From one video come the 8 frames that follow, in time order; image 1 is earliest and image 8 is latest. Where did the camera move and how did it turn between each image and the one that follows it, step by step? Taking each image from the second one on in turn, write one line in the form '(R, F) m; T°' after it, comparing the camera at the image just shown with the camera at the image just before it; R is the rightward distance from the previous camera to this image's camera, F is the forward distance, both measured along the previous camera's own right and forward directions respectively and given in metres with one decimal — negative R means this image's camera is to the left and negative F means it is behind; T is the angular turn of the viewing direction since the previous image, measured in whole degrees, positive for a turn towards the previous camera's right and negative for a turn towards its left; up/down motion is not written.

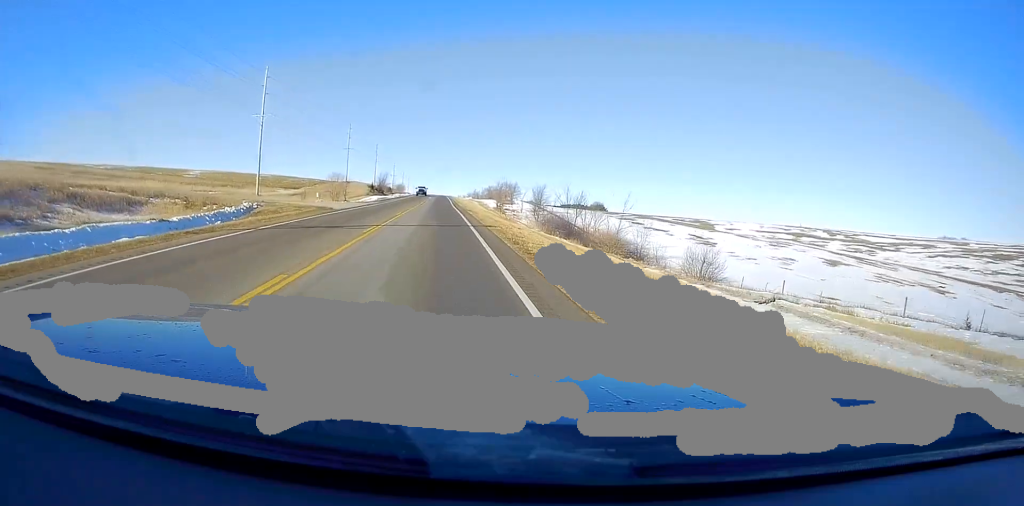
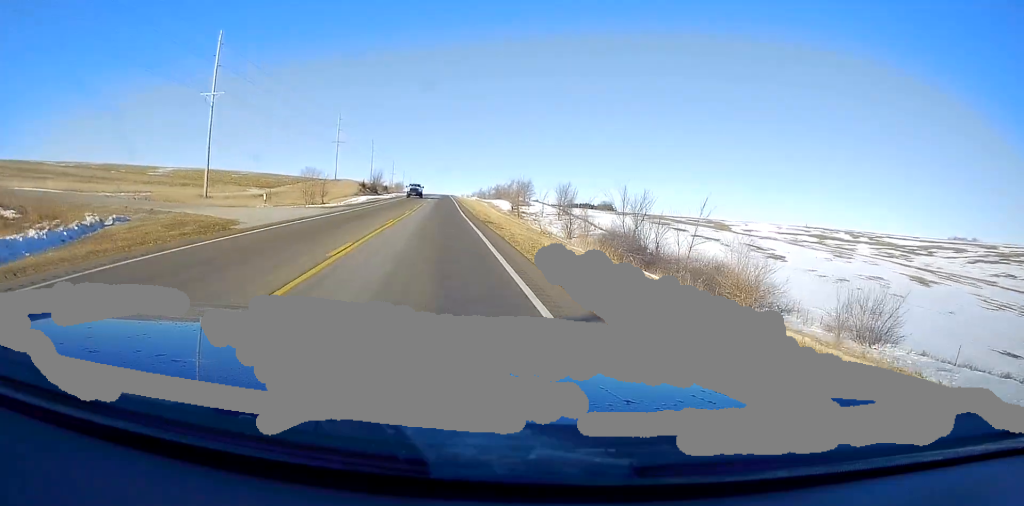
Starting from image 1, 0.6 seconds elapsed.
(0.0, +19.7) m; 0°
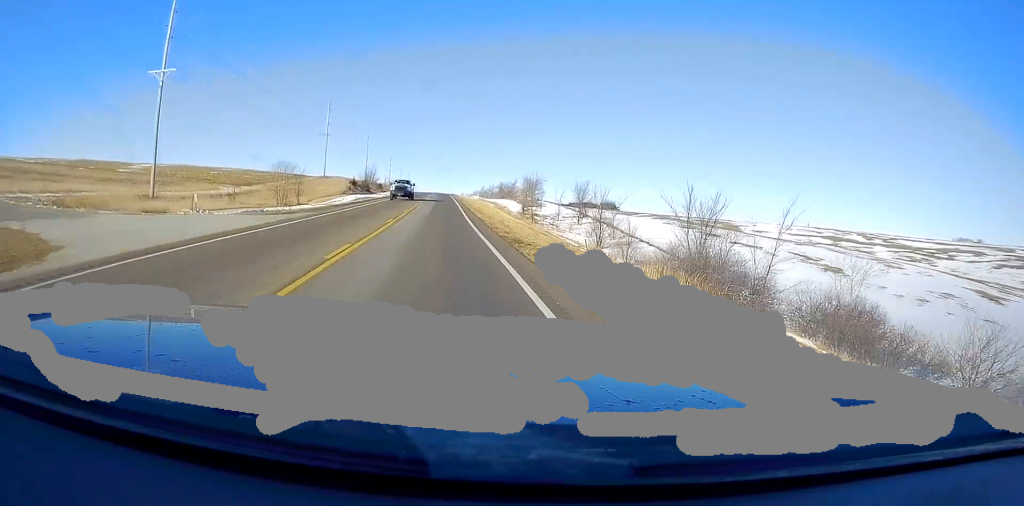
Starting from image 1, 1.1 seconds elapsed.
(0.0, +12.6) m; 0°
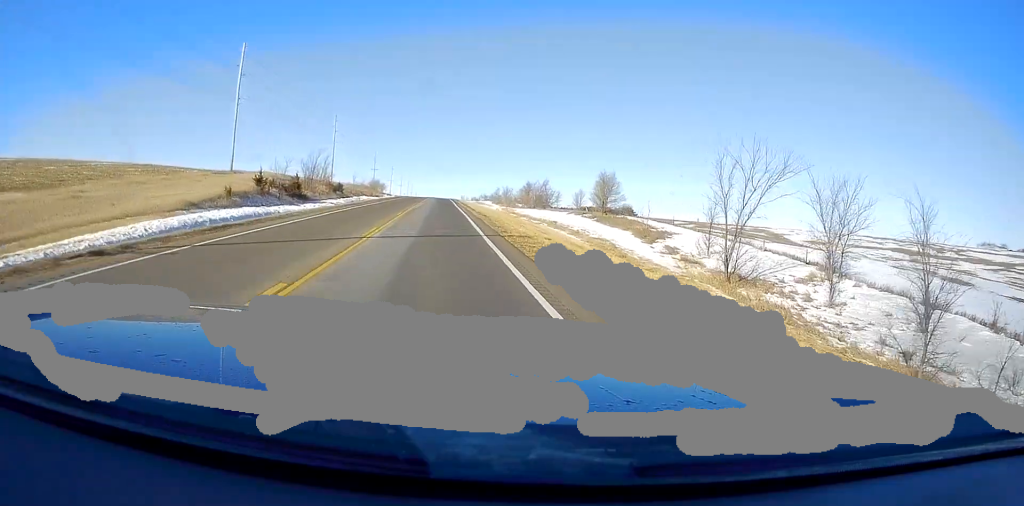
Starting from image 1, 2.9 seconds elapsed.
(+0.3, +55.8) m; +1°
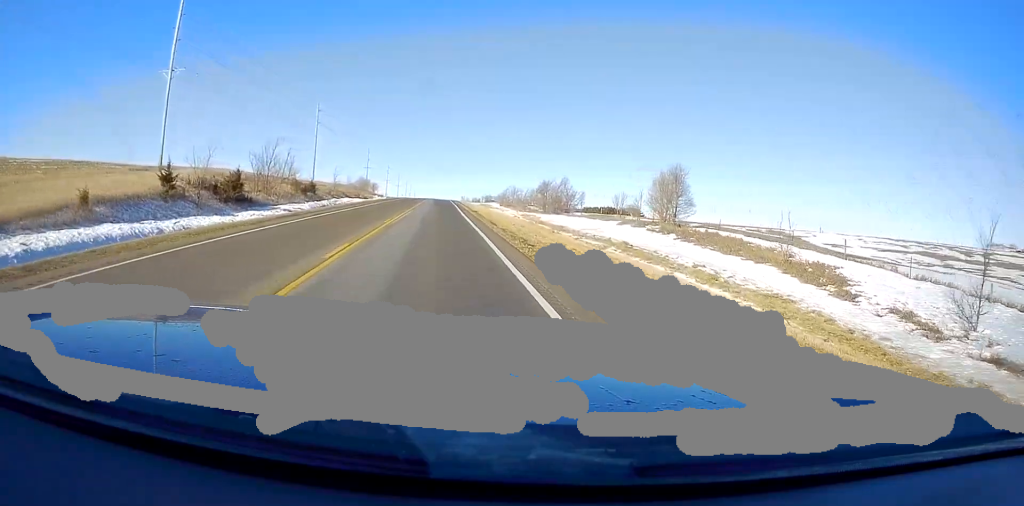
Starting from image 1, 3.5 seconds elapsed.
(+0.4, +19.0) m; 0°
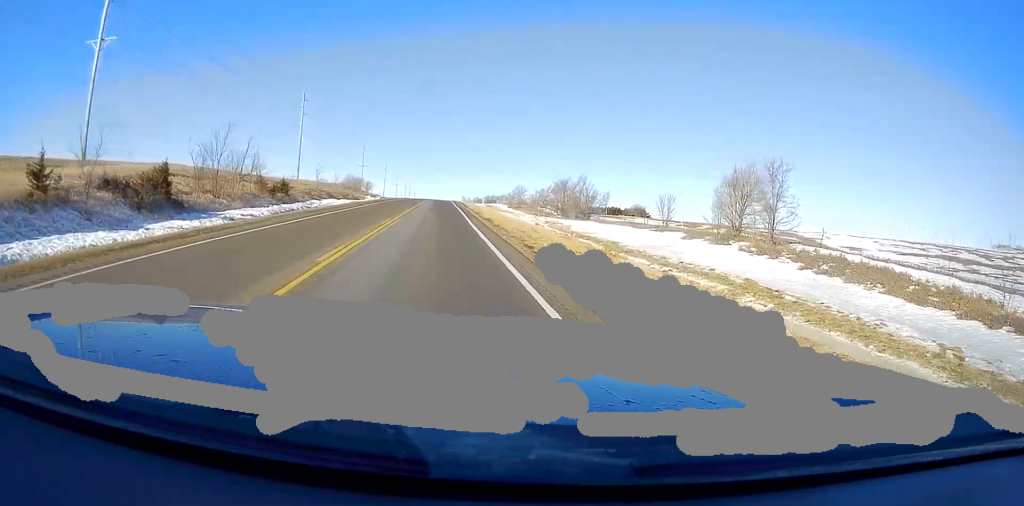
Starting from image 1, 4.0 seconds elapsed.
(-0.1, +13.0) m; 0°
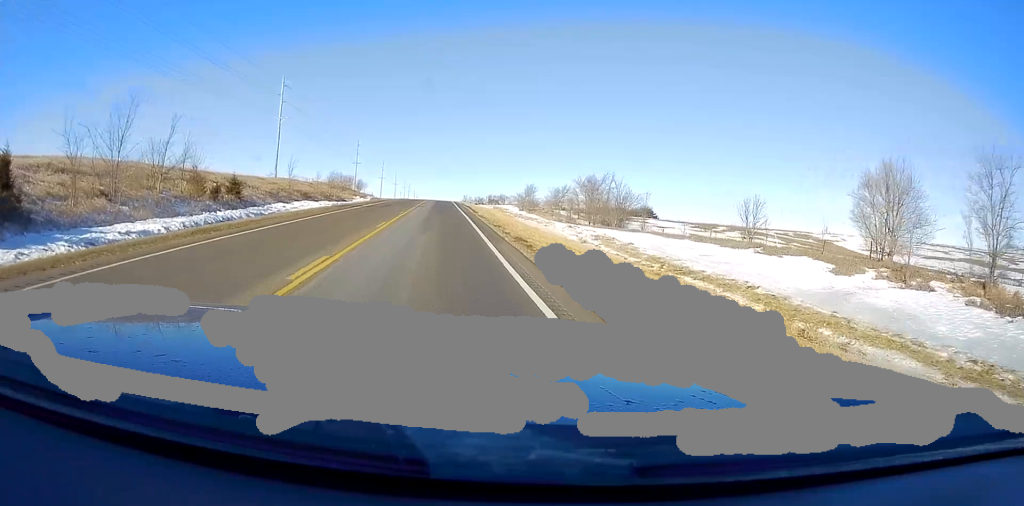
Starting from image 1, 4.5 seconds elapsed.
(-0.2, +14.5) m; 0°
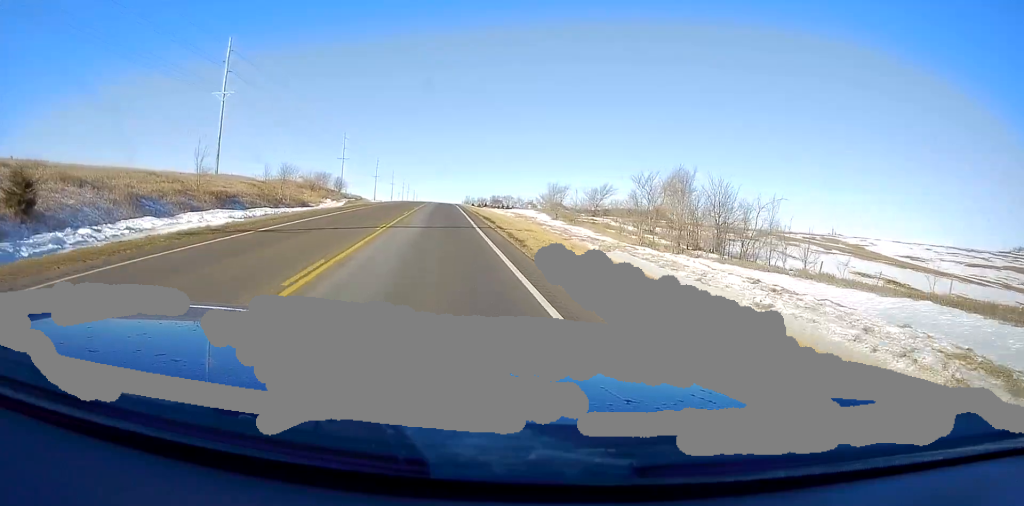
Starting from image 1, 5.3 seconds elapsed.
(-0.1, +24.9) m; 0°
